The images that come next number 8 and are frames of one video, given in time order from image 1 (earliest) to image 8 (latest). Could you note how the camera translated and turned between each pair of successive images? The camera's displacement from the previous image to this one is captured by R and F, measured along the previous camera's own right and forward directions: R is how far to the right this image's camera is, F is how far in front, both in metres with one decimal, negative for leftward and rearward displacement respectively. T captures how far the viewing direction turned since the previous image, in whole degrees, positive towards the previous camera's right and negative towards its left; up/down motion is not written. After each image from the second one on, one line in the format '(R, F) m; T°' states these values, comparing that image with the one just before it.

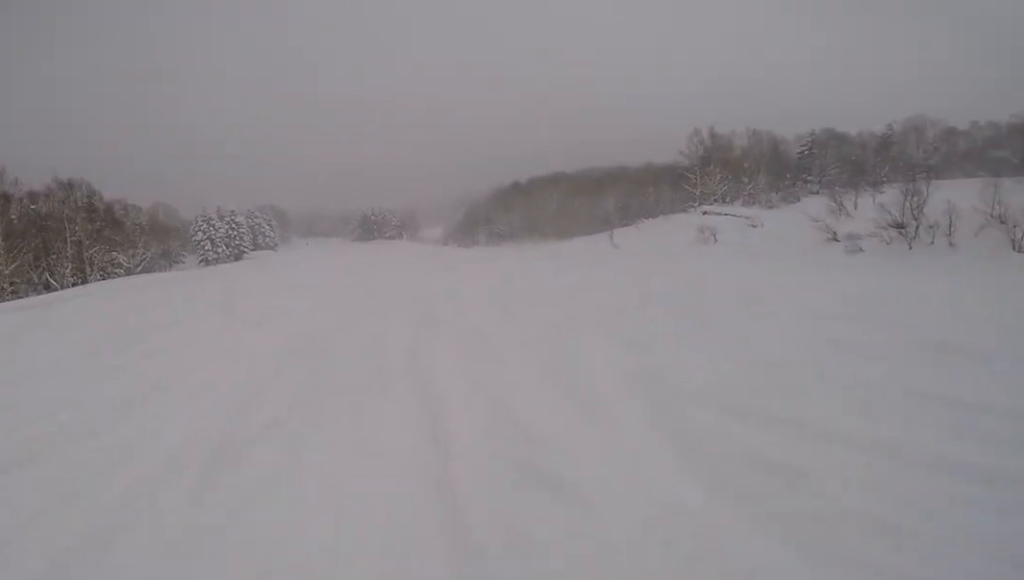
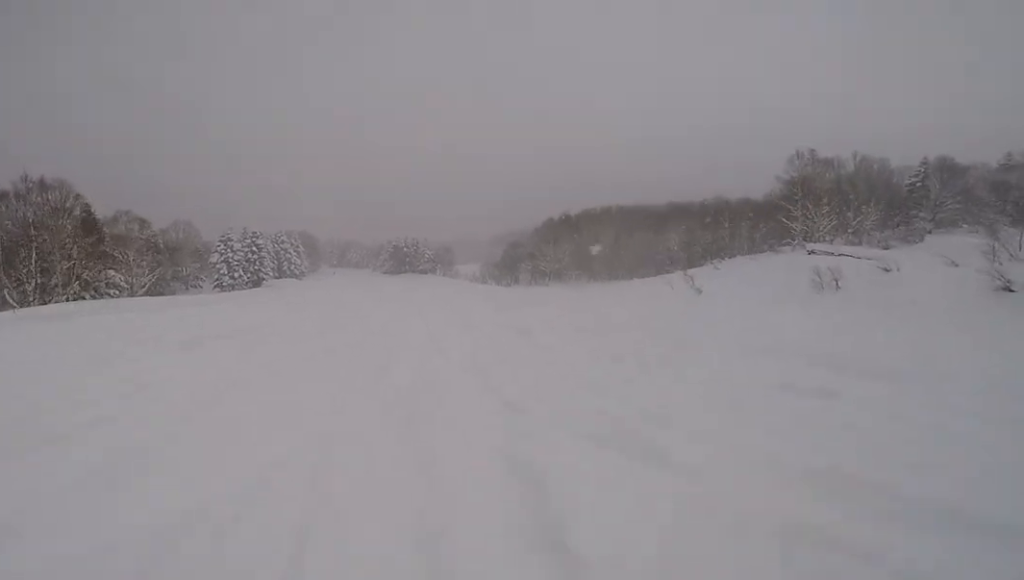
(-0.9, +9.6) m; 0°
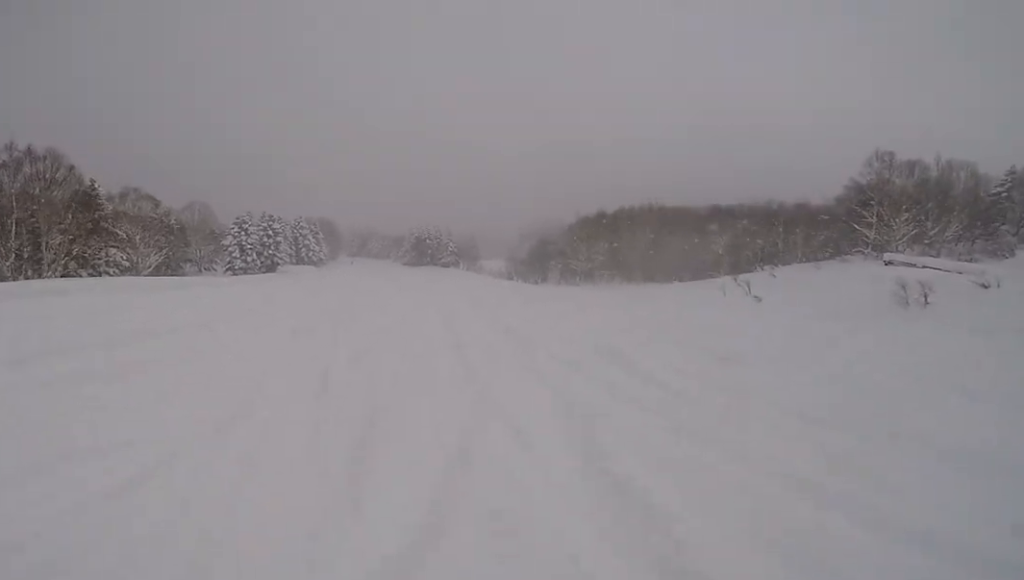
(+0.4, +4.7) m; +2°
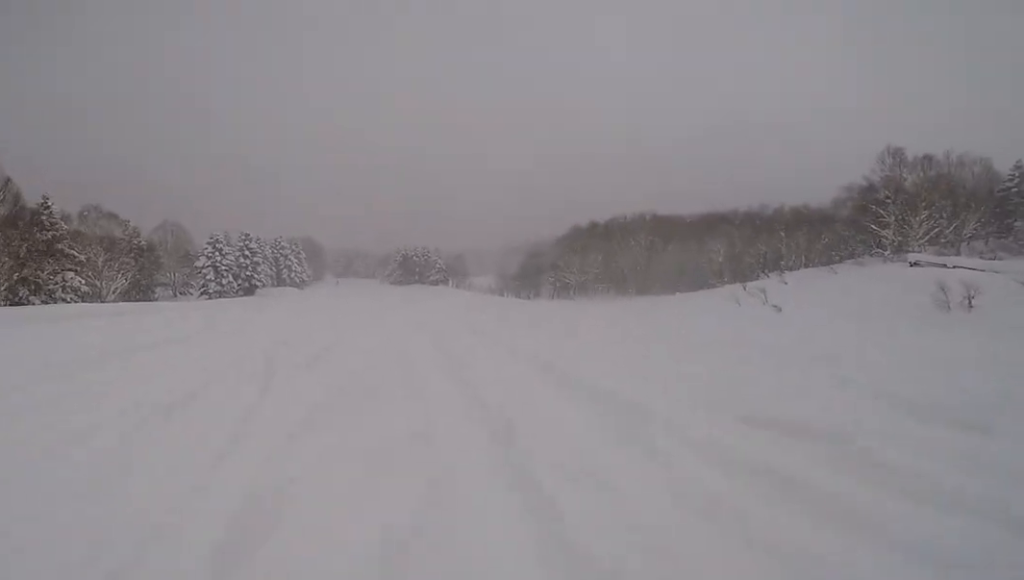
(+0.3, +4.5) m; +2°
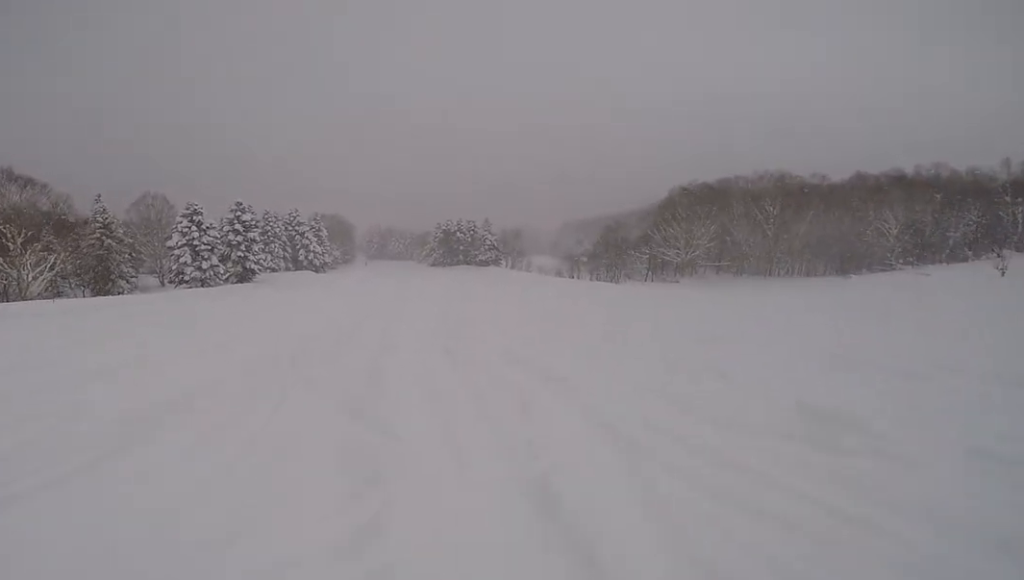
(-1.6, +19.7) m; -13°
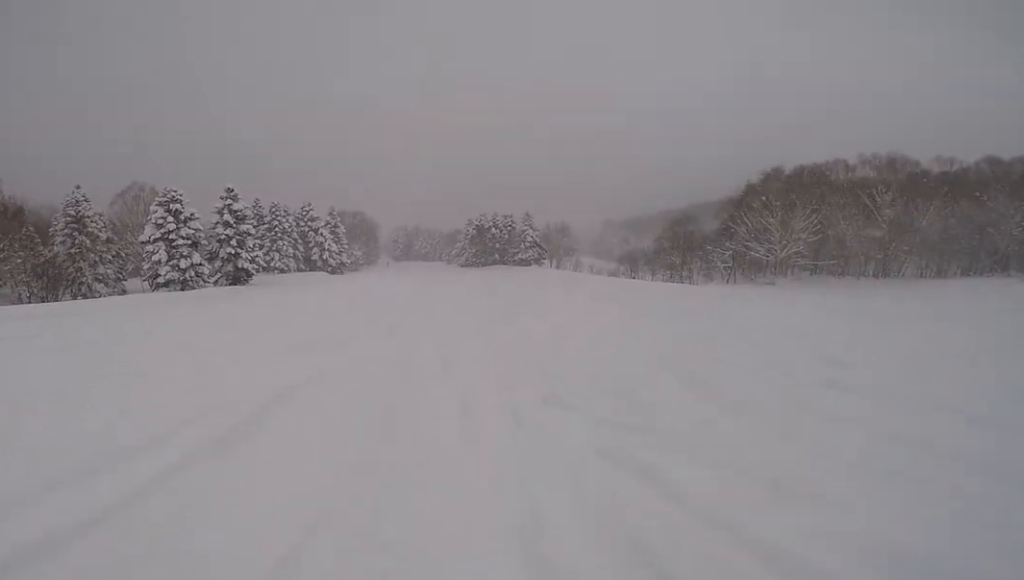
(-0.8, +11.5) m; -1°
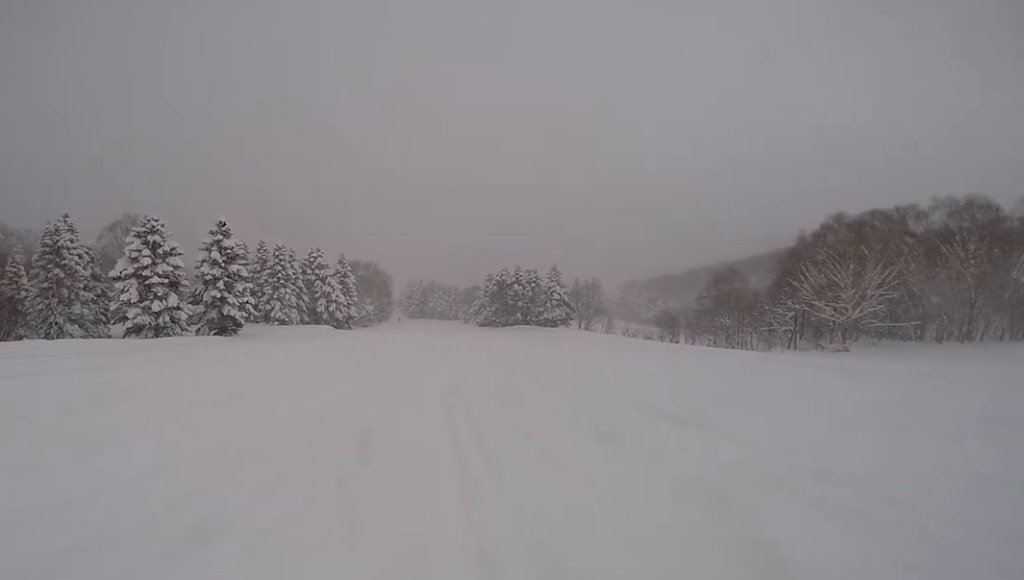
(+0.4, +7.3) m; +3°
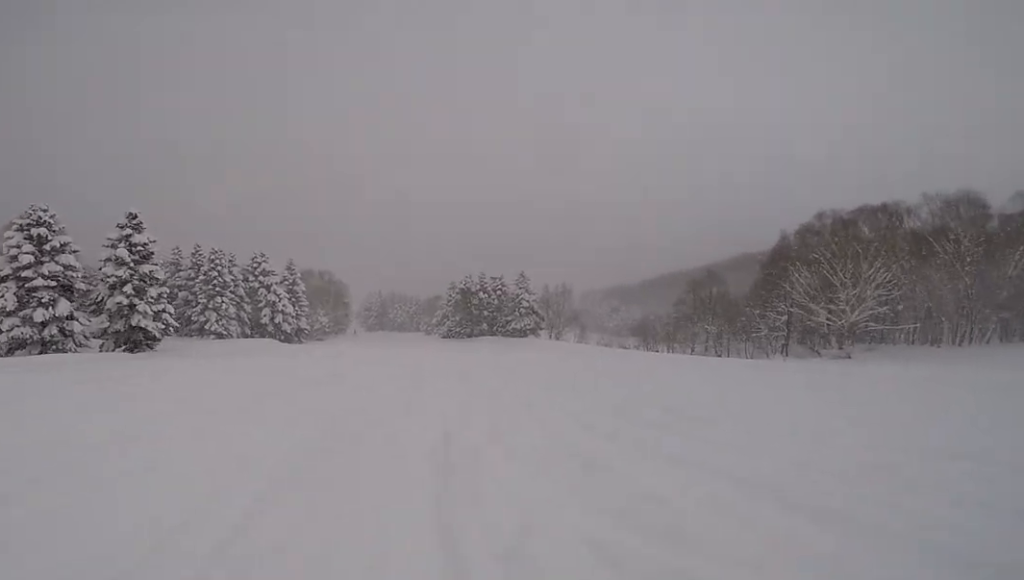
(+0.1, +6.7) m; +1°
